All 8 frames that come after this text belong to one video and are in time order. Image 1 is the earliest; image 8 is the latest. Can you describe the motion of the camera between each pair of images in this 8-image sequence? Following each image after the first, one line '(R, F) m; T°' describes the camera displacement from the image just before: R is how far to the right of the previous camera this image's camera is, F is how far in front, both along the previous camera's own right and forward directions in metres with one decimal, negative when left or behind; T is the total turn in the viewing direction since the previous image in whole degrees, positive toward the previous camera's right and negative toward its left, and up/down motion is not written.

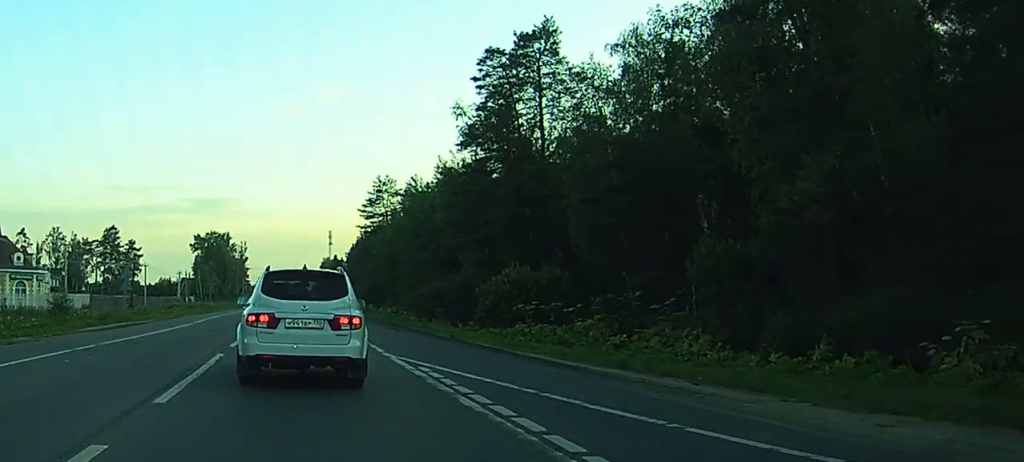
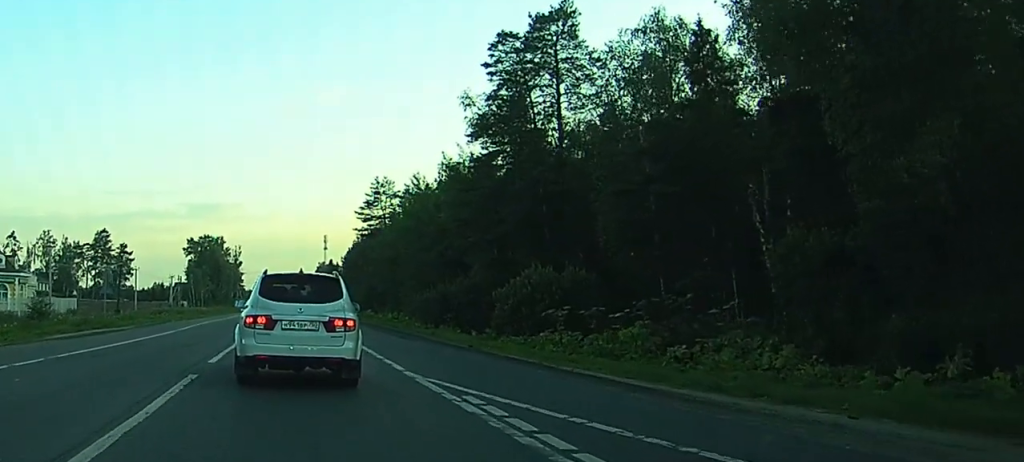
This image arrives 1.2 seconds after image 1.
(-0.2, +4.3) m; 0°
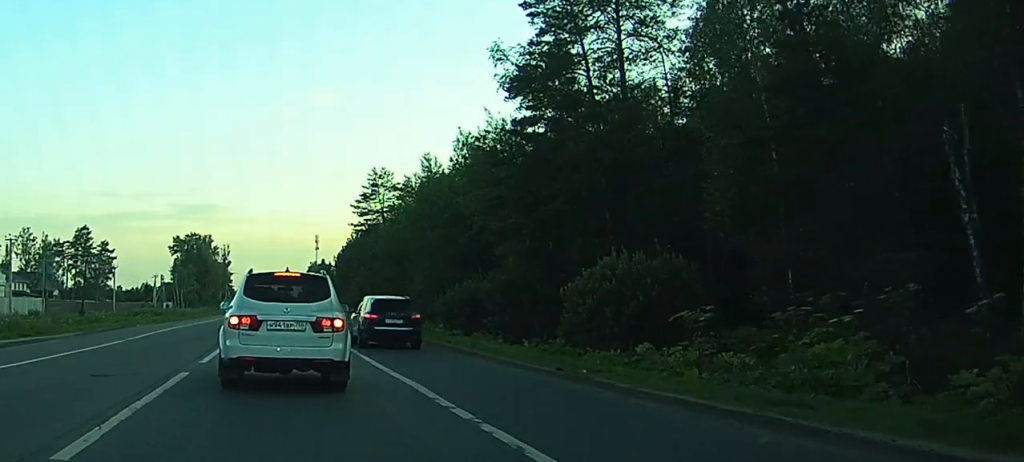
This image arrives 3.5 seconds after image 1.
(+0.5, +10.1) m; +4°
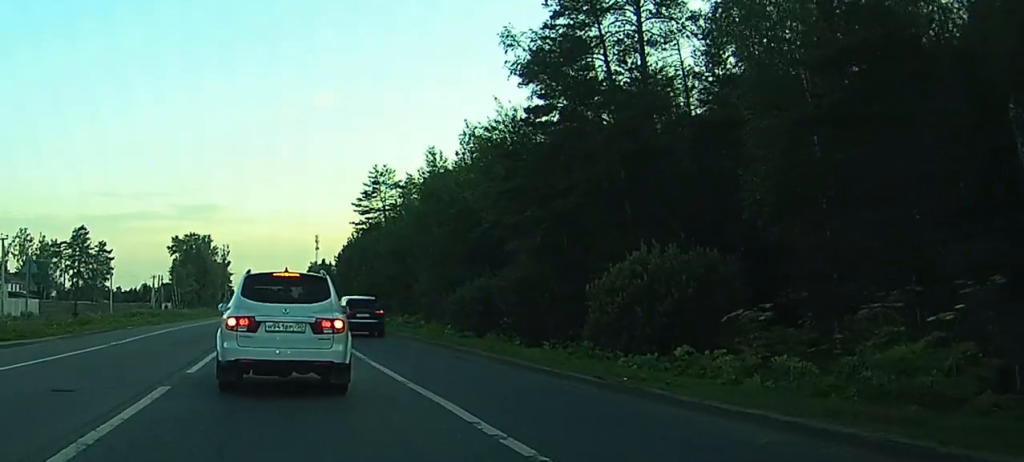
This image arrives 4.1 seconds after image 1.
(0.0, +2.4) m; 0°
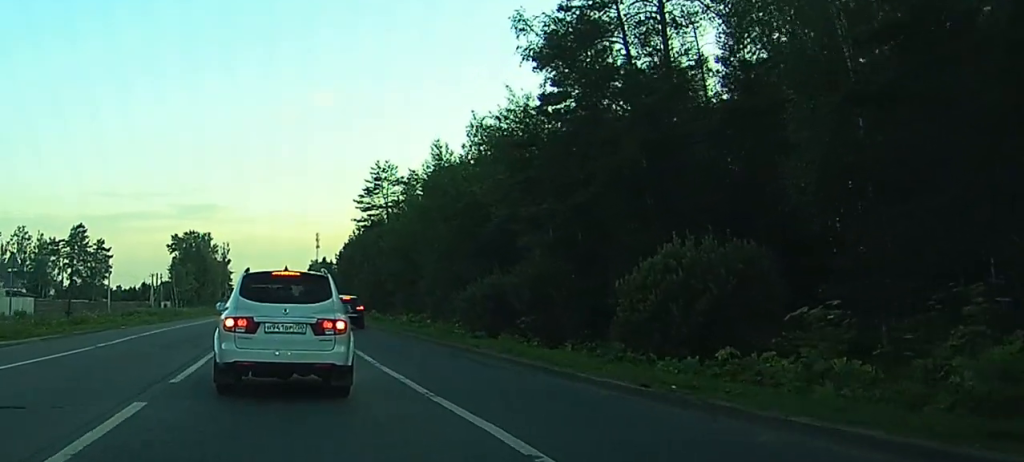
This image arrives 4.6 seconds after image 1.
(0.0, +2.2) m; 0°
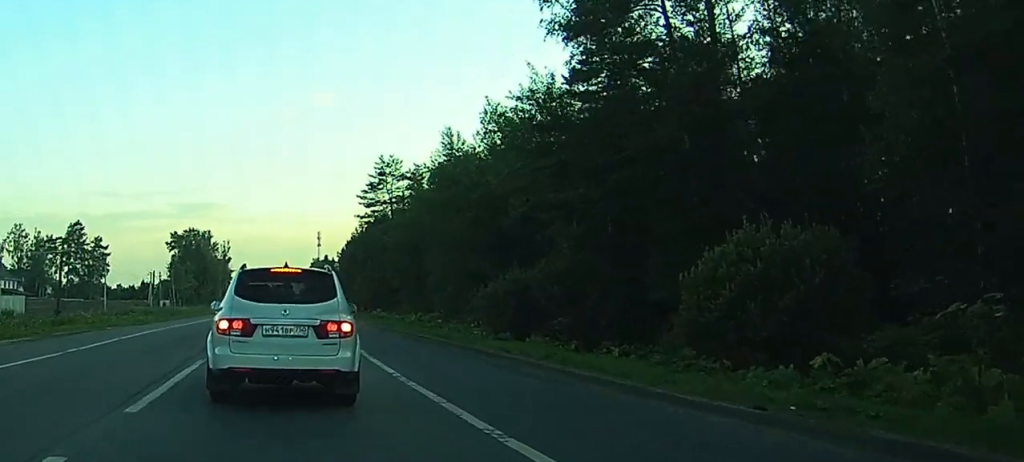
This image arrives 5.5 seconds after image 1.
(0.0, +3.8) m; +1°
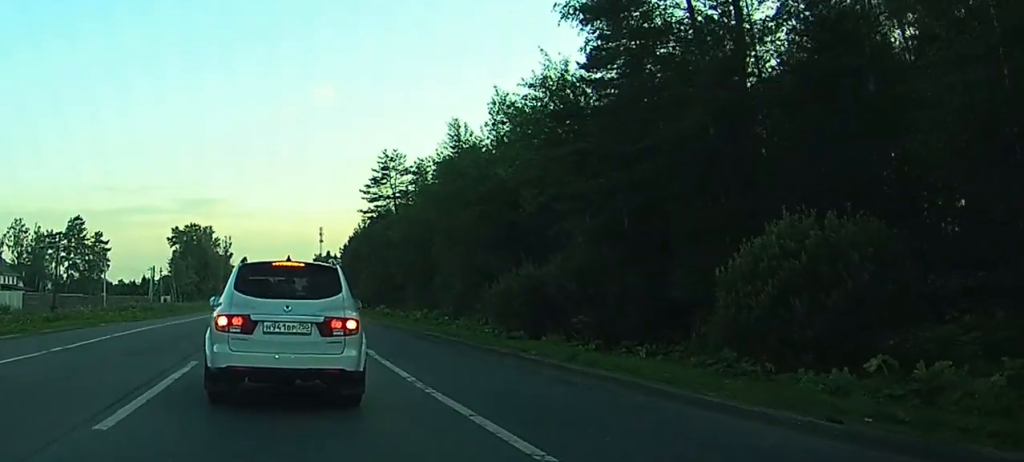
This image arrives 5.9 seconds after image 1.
(0.0, +1.7) m; +1°
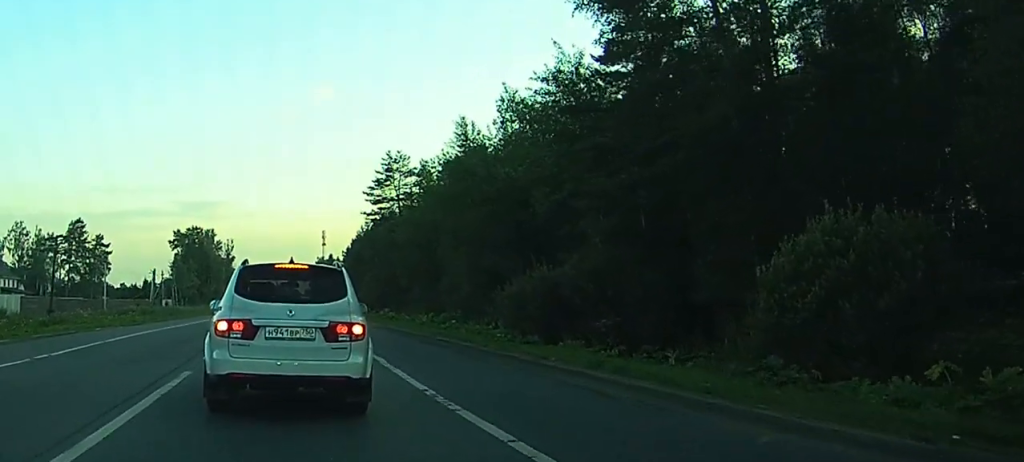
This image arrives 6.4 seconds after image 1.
(+0.1, +1.6) m; +2°
